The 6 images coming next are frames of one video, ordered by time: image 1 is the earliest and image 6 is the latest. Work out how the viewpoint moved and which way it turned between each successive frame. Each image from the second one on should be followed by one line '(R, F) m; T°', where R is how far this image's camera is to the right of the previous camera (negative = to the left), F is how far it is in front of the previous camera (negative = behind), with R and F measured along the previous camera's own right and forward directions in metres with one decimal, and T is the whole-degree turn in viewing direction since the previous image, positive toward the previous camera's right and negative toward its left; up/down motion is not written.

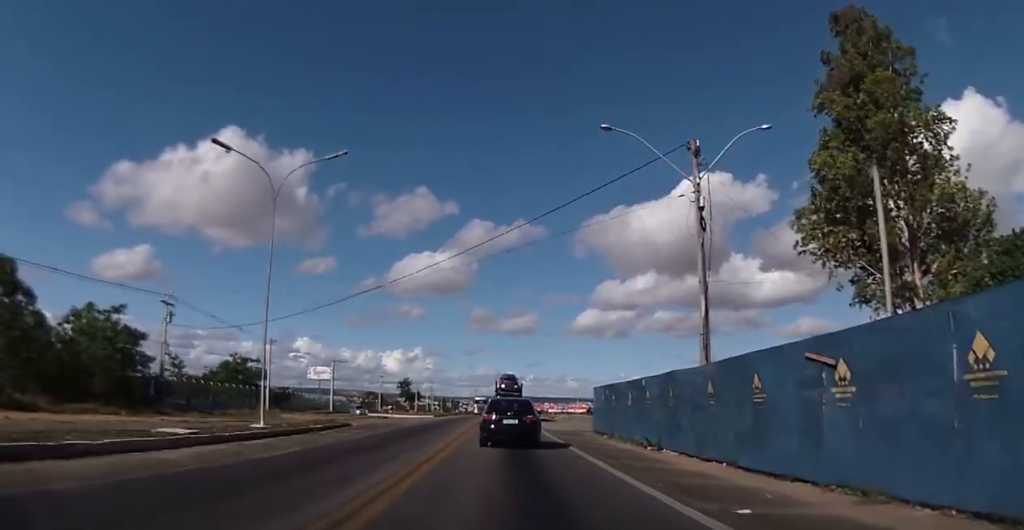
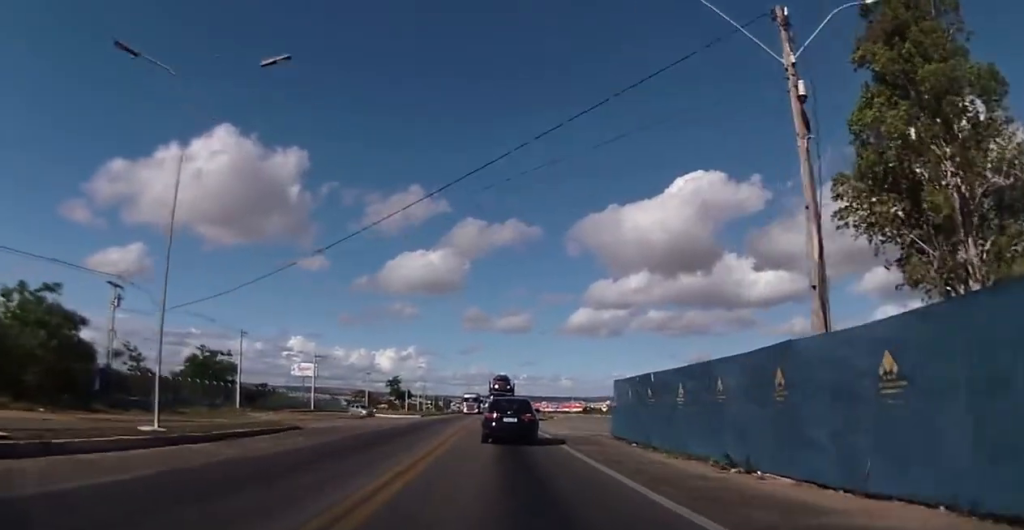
(-0.3, +7.4) m; -1°
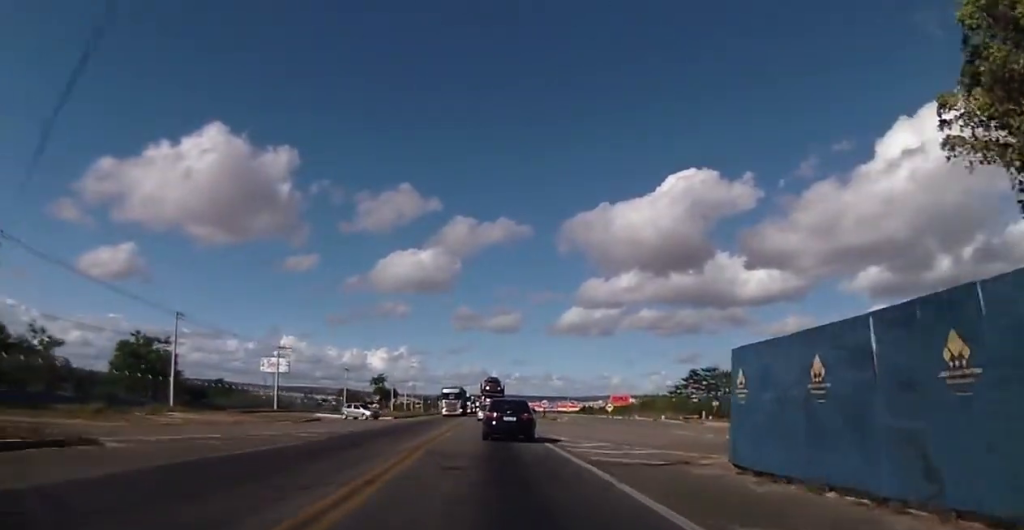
(+0.6, +14.0) m; +4°
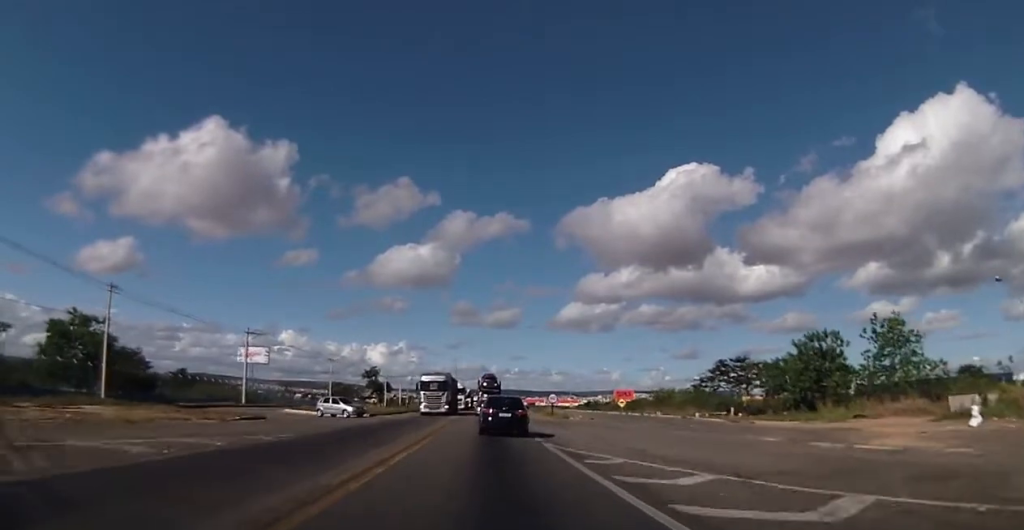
(+0.1, +11.9) m; -2°
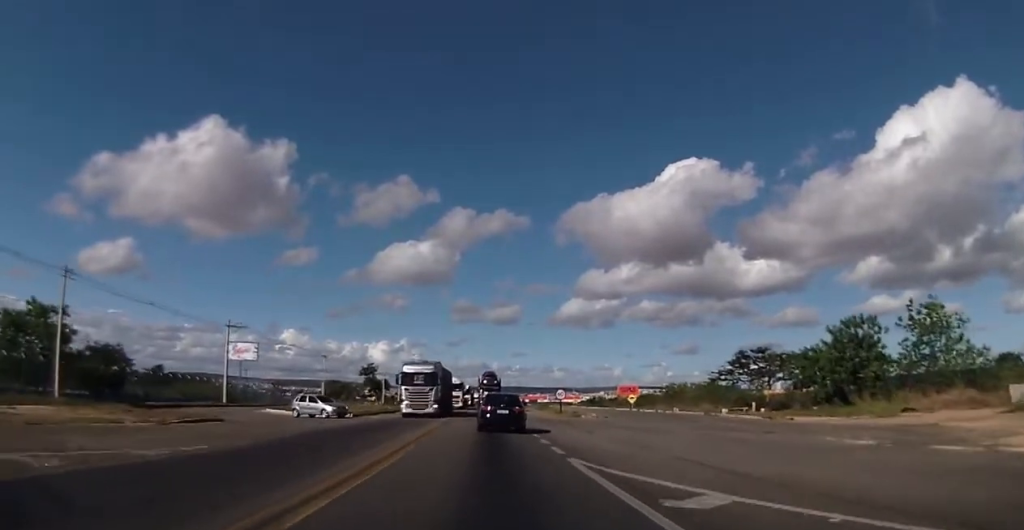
(-0.2, +6.5) m; -1°
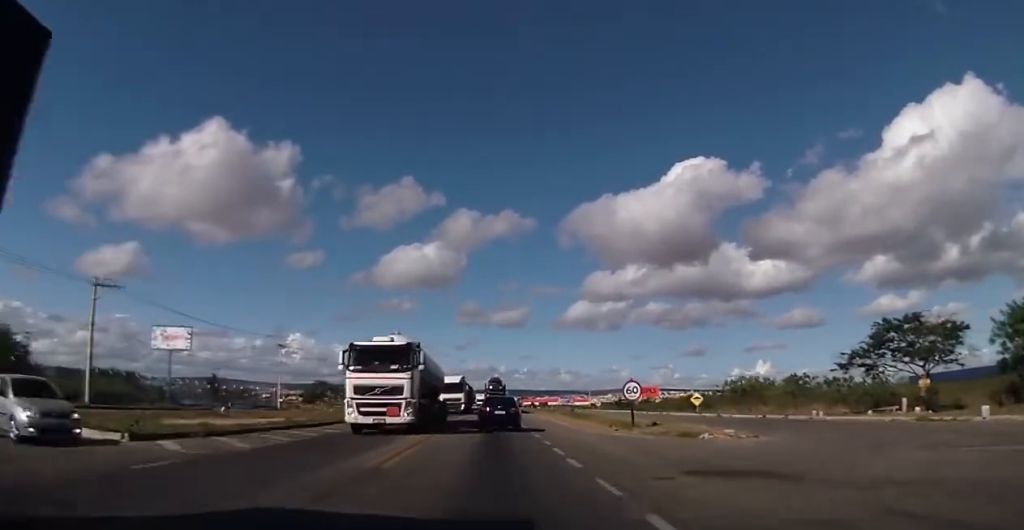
(+0.6, +29.0) m; +1°
